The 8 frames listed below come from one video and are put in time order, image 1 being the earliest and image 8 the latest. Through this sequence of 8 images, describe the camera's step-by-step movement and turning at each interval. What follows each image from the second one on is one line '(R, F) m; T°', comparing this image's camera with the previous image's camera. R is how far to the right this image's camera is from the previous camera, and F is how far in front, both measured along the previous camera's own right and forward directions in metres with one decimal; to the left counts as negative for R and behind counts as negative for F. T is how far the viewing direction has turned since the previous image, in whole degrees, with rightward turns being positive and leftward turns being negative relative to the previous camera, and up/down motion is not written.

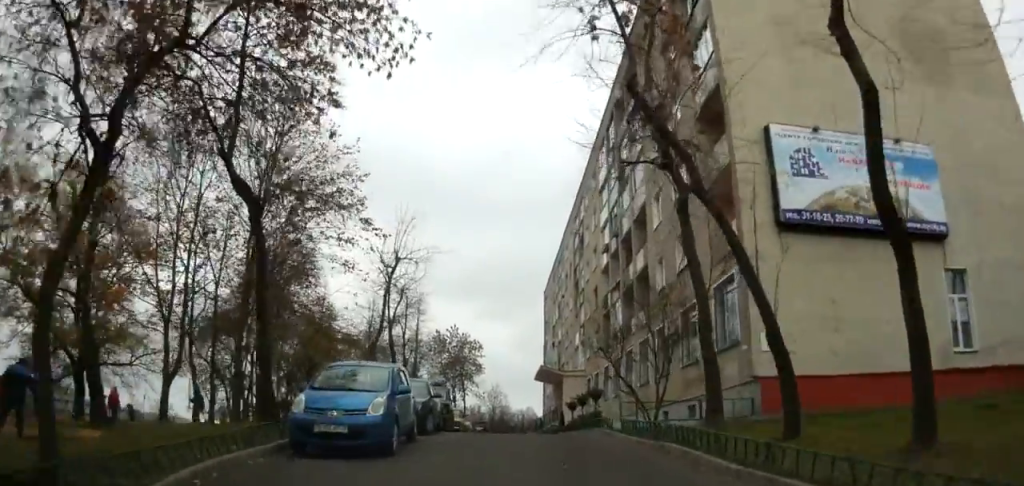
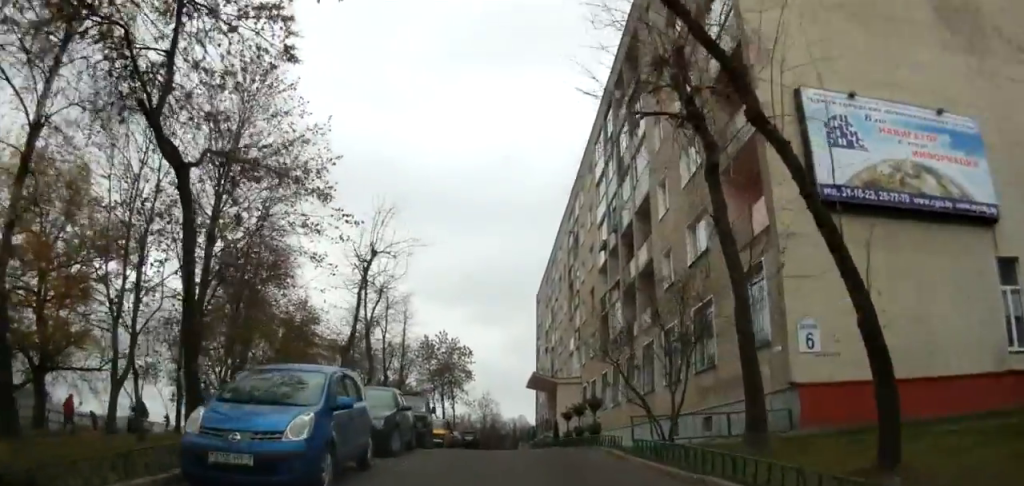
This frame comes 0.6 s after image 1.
(+0.1, +2.7) m; 0°
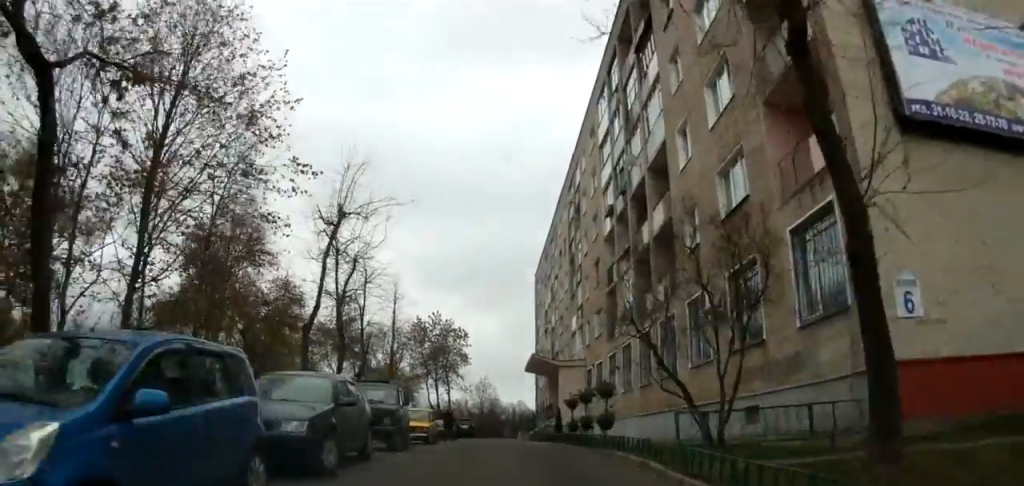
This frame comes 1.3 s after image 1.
(0.0, +3.6) m; -2°
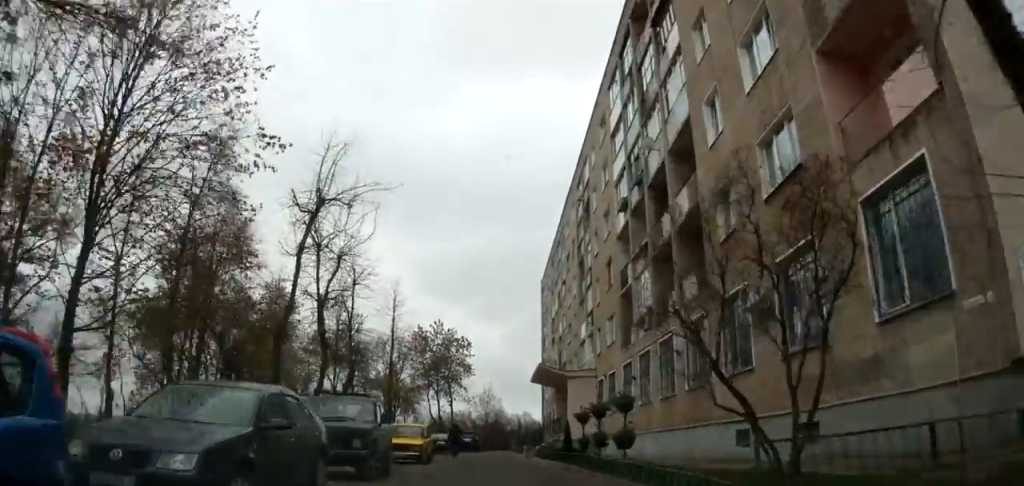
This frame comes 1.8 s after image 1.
(0.0, +2.6) m; -2°
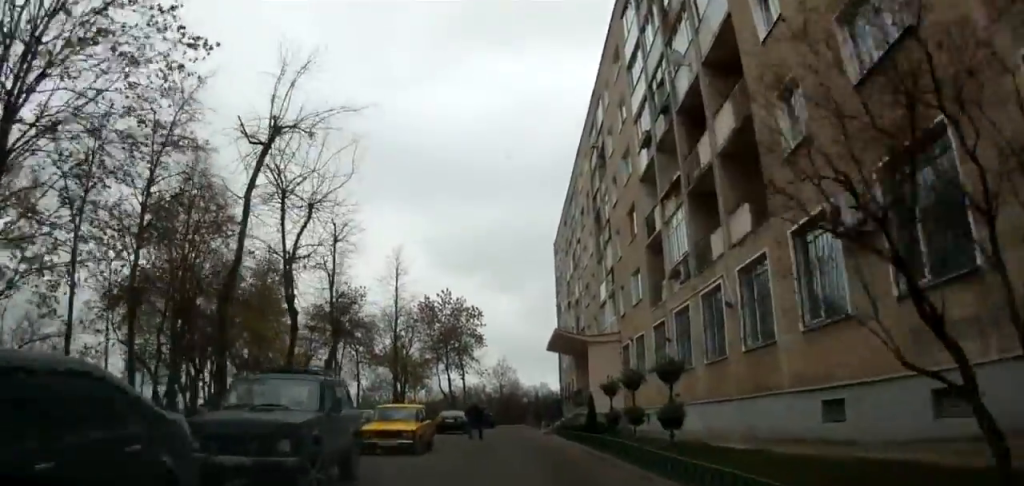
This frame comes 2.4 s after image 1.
(-0.1, +3.4) m; 0°
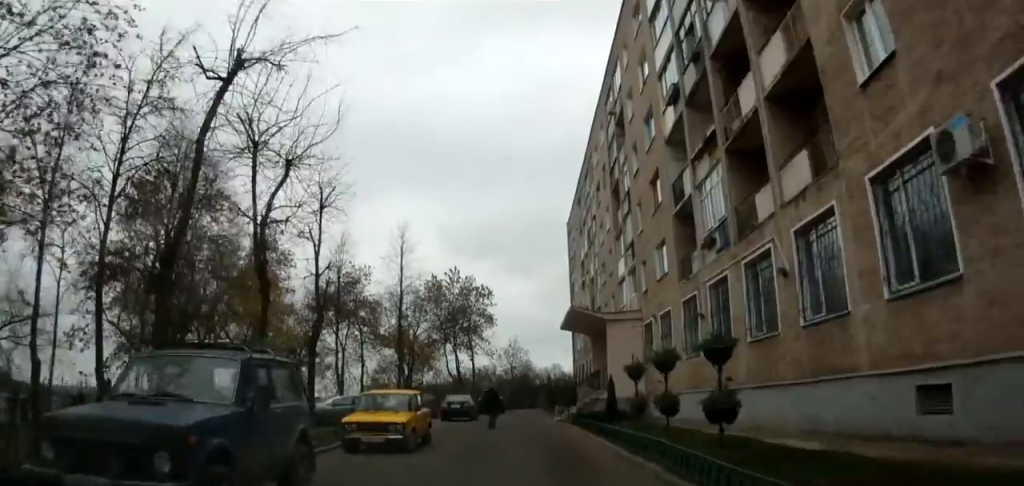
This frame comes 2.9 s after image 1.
(0.0, +2.4) m; 0°
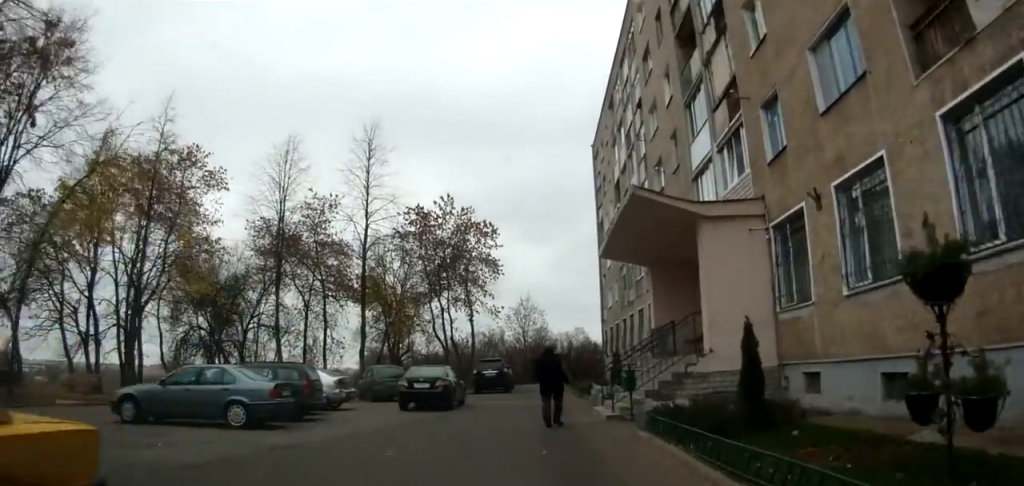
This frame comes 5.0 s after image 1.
(+0.5, +12.5) m; +4°
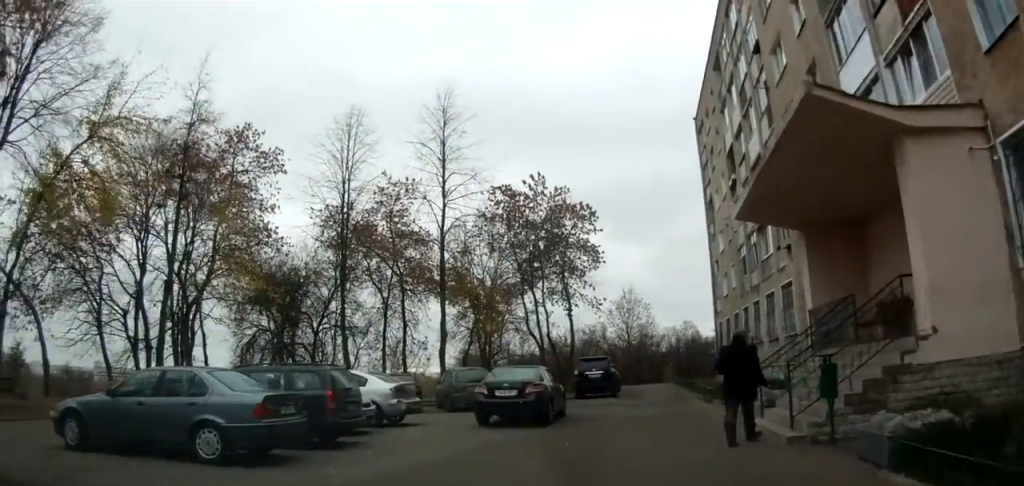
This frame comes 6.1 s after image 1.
(+0.1, +5.9) m; 0°
